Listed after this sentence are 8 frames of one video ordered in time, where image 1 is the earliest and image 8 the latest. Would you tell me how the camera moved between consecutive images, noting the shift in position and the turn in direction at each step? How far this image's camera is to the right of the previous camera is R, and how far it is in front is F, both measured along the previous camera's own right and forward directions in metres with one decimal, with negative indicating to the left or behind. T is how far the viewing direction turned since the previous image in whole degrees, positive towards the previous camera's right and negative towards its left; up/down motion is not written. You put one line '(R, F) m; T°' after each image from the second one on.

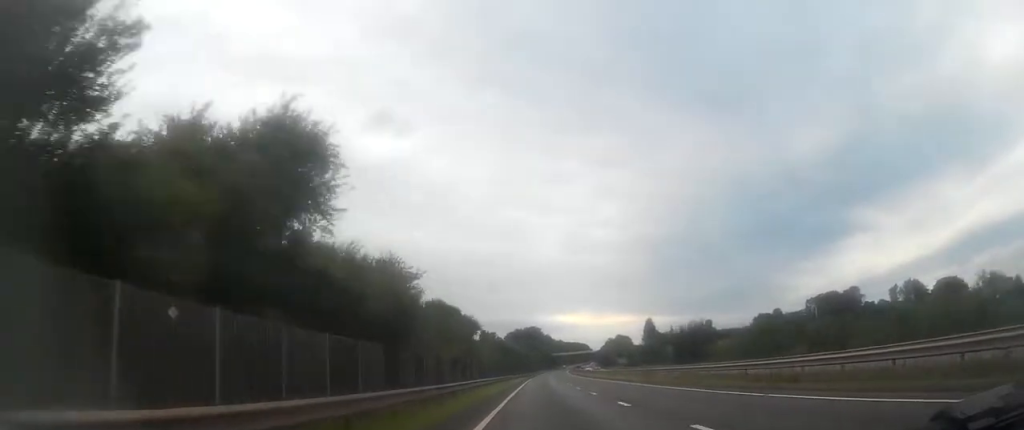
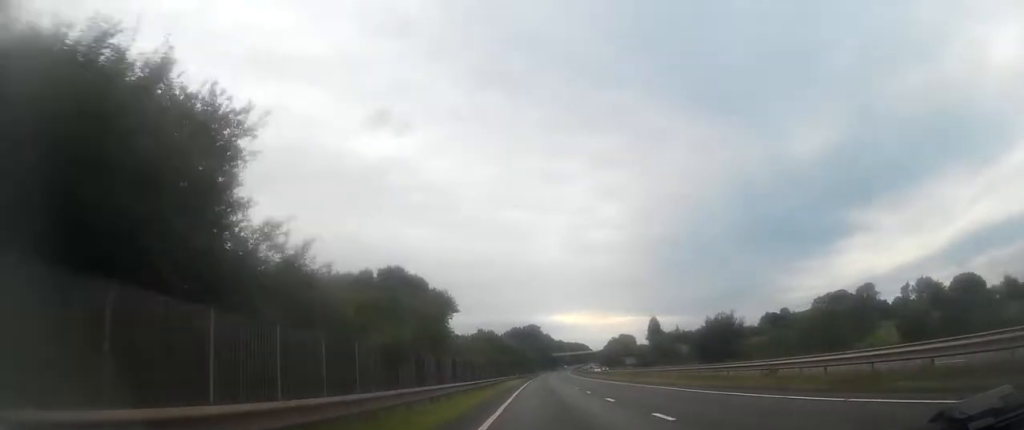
(0.0, +14.7) m; 0°
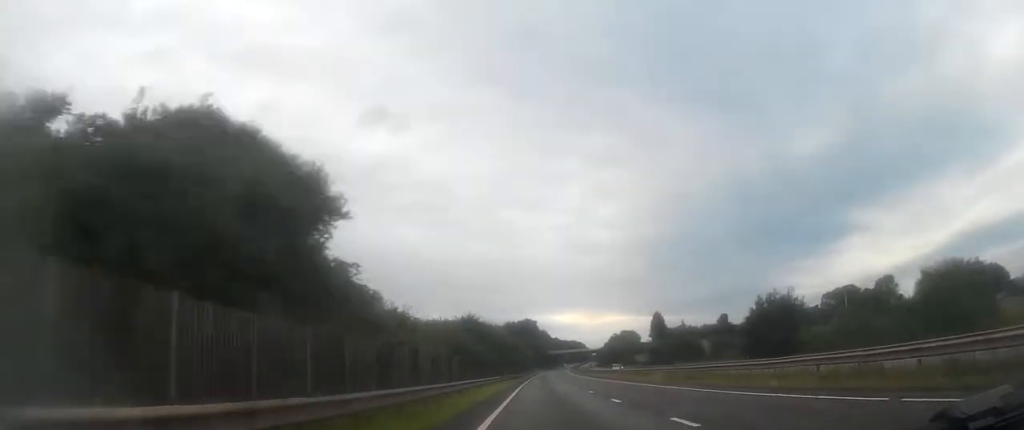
(0.0, +20.2) m; 0°
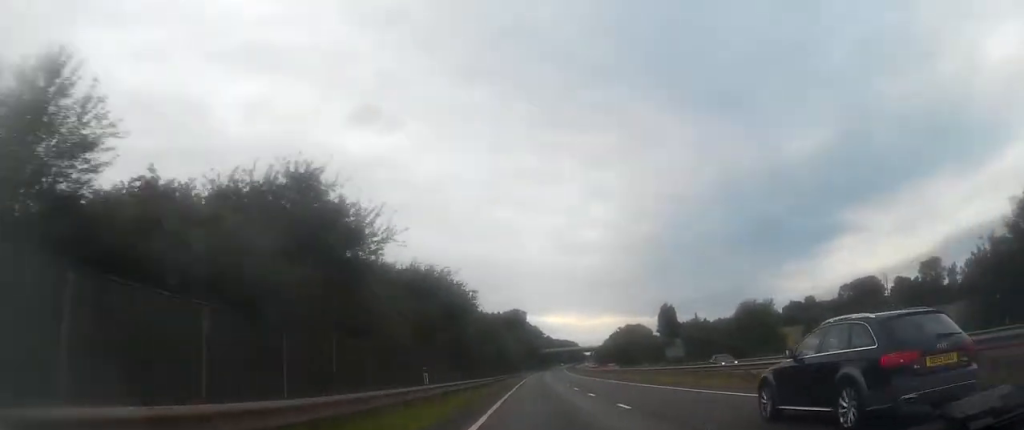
(+0.4, +39.9) m; +1°
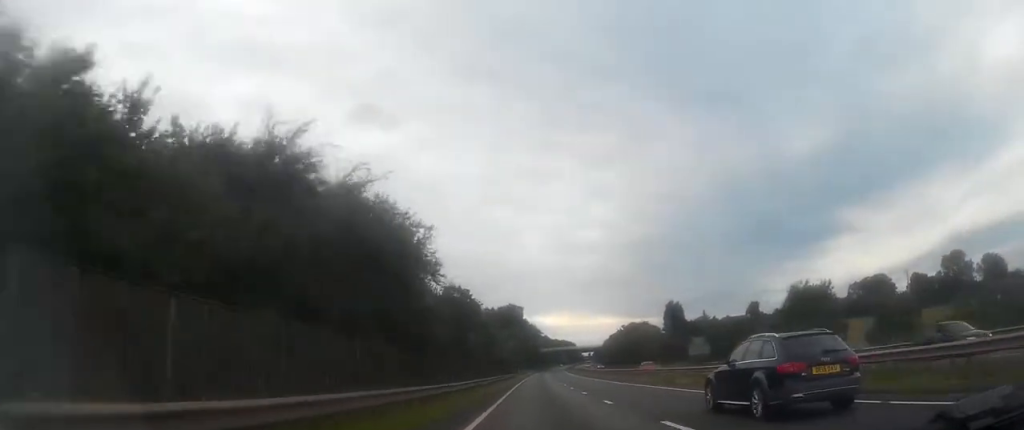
(+0.1, +15.9) m; 0°
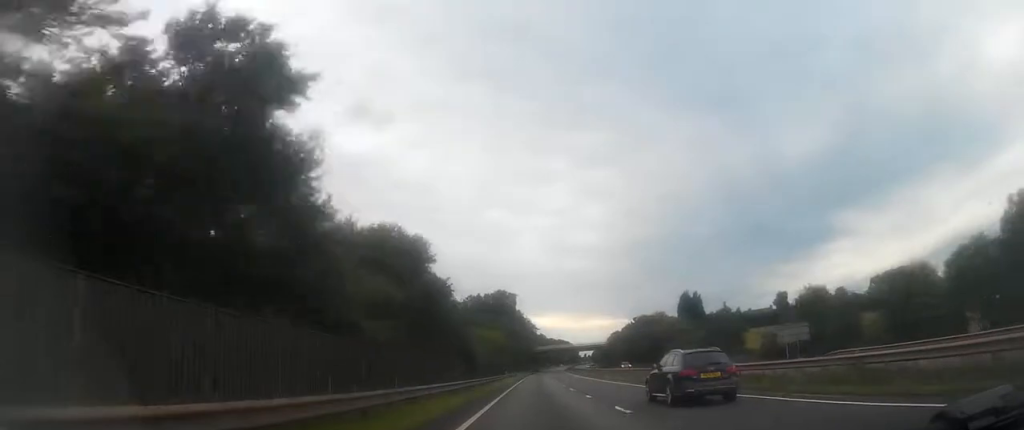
(+0.1, +31.8) m; 0°
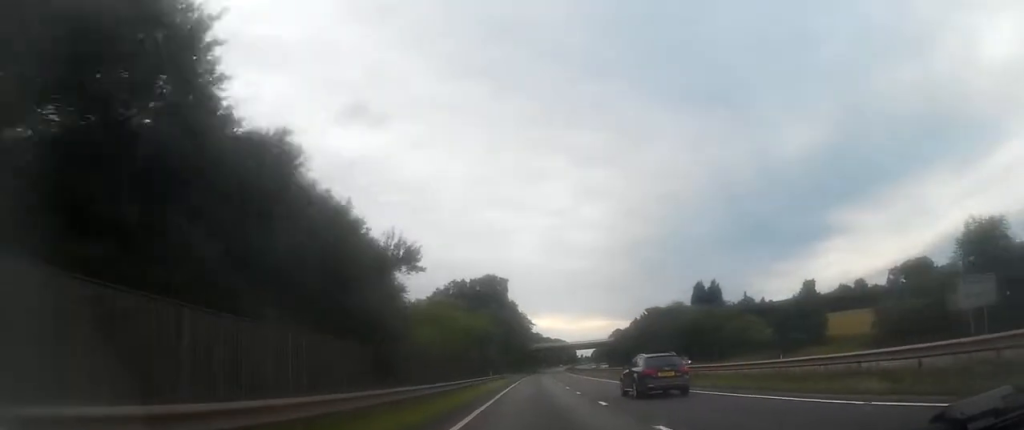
(+0.1, +24.4) m; 0°
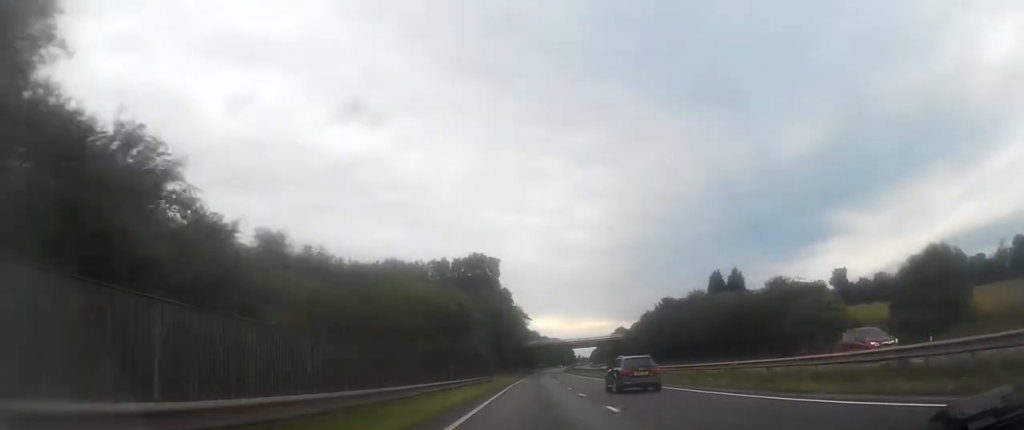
(0.0, +21.6) m; 0°
